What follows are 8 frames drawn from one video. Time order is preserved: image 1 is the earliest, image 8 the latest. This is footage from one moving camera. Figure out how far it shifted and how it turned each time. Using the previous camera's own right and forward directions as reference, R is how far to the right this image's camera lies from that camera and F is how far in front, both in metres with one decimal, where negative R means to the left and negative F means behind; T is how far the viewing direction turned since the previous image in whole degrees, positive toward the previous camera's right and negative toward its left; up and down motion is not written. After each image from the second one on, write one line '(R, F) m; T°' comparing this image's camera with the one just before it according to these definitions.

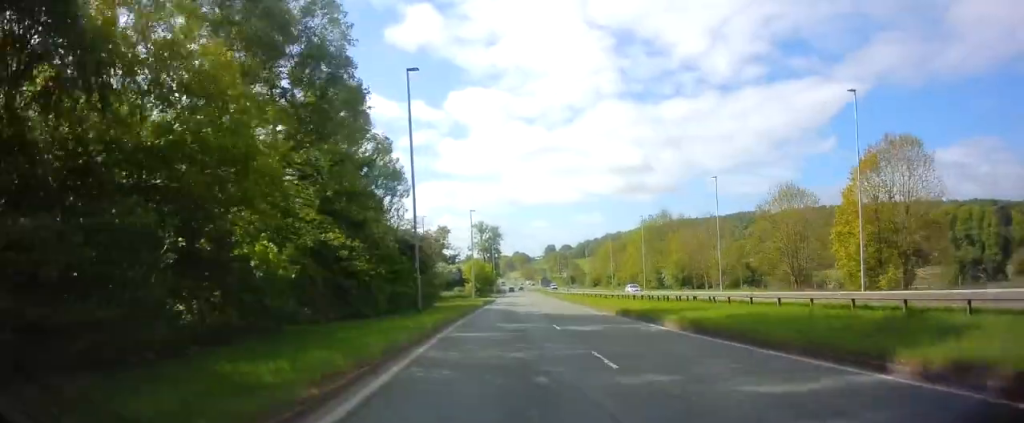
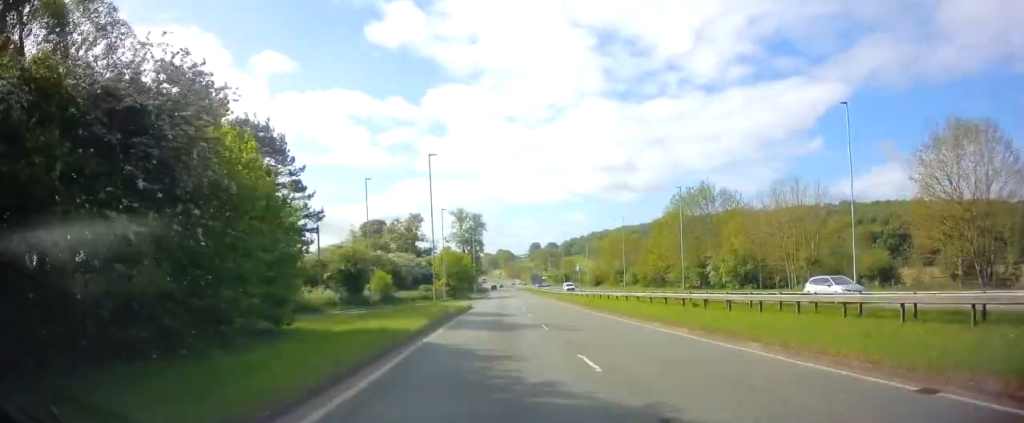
(+0.8, +27.1) m; +2°
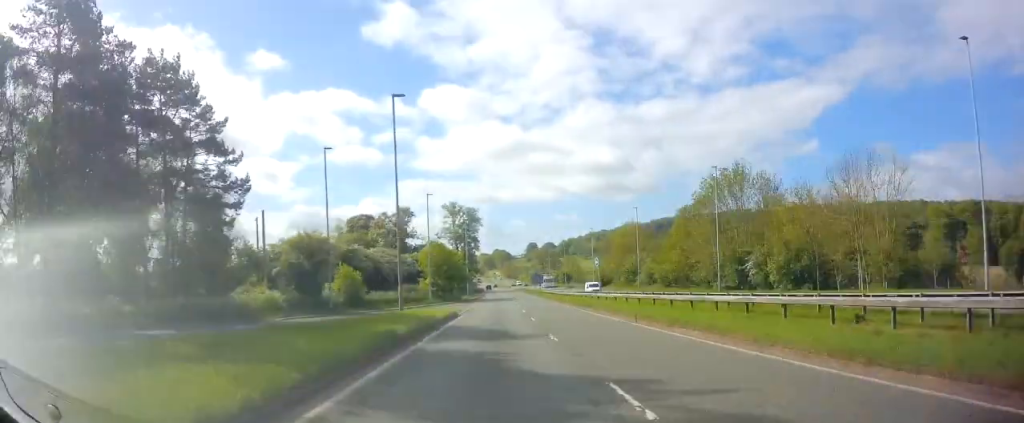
(-0.1, +12.2) m; 0°
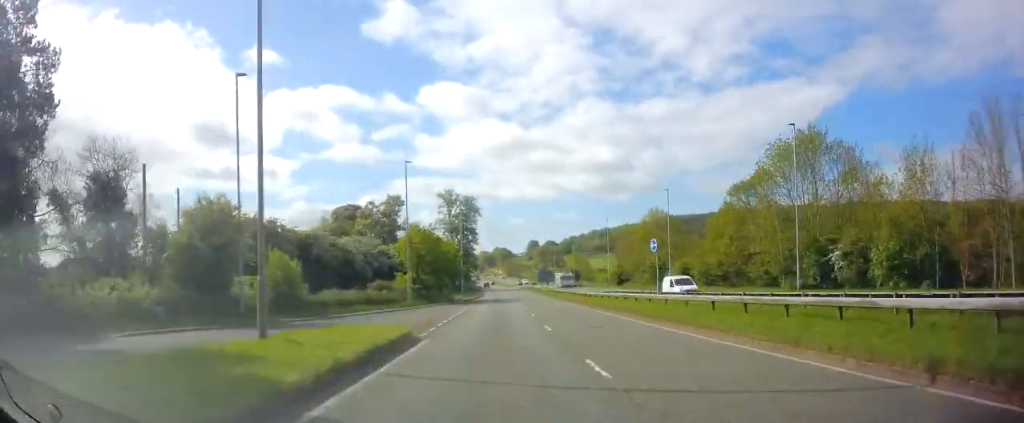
(+0.3, +15.5) m; 0°
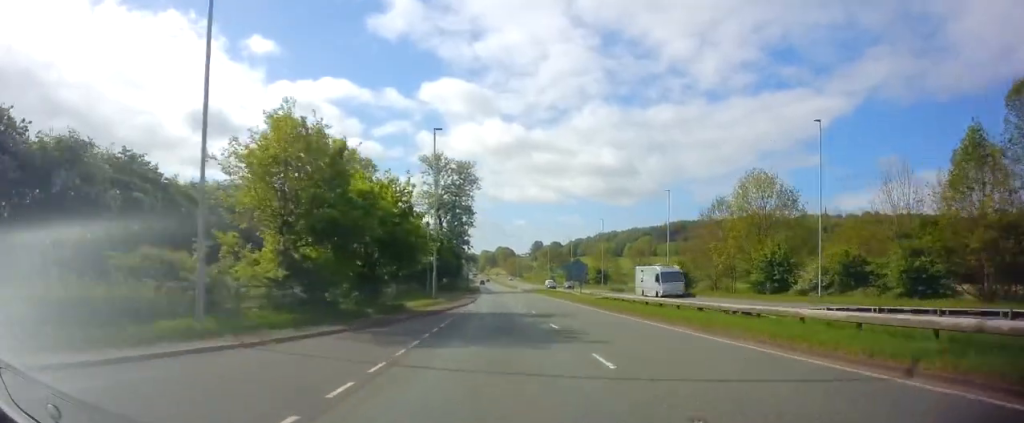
(-0.4, +34.4) m; -1°
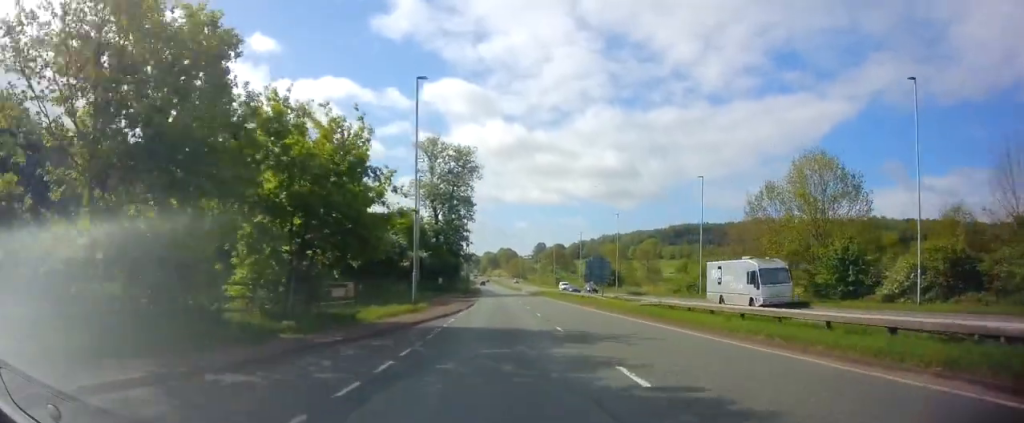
(0.0, +10.5) m; 0°
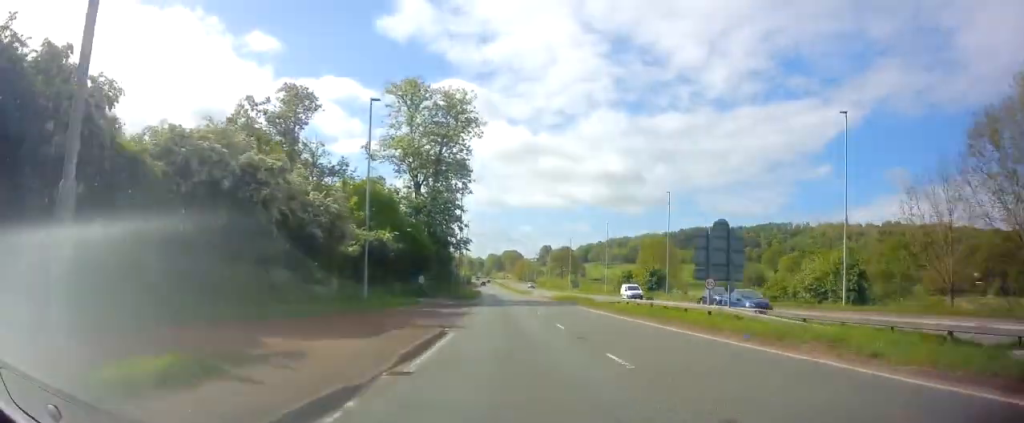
(0.0, +25.1) m; 0°
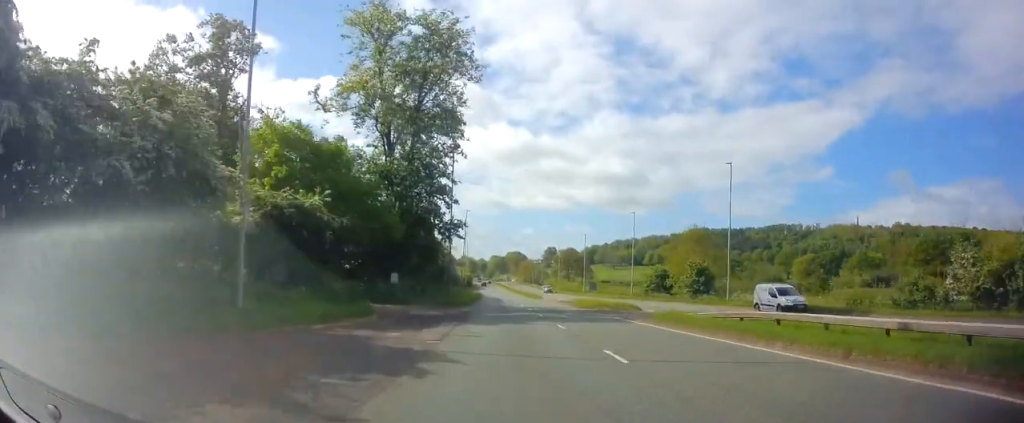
(0.0, +17.2) m; 0°
